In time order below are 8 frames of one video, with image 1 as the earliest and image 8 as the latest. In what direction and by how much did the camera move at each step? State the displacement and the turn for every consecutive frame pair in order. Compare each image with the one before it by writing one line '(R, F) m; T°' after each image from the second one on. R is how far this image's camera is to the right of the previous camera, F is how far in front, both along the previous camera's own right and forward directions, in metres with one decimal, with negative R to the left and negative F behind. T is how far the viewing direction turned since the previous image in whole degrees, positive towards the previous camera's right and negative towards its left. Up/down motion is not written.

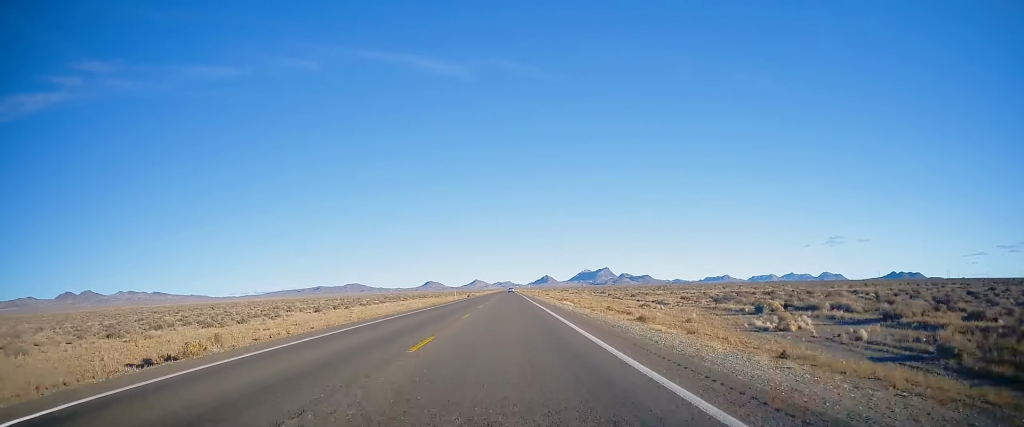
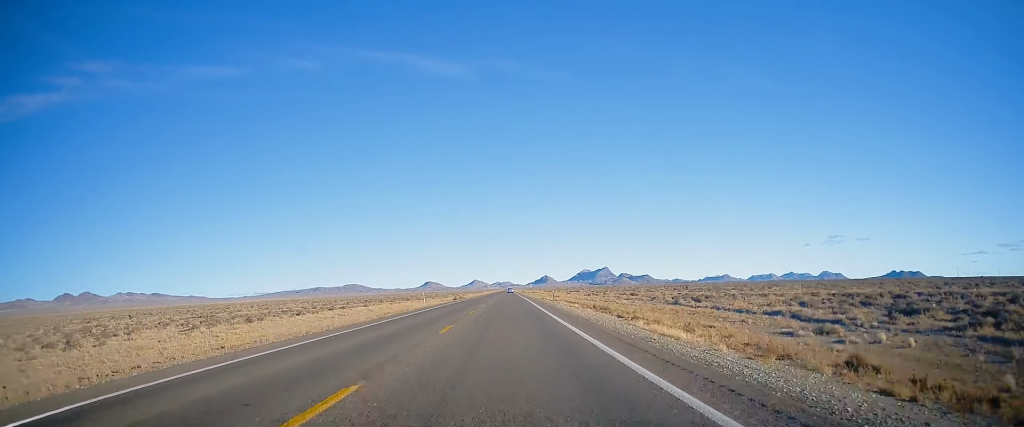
(0.0, +31.2) m; 0°
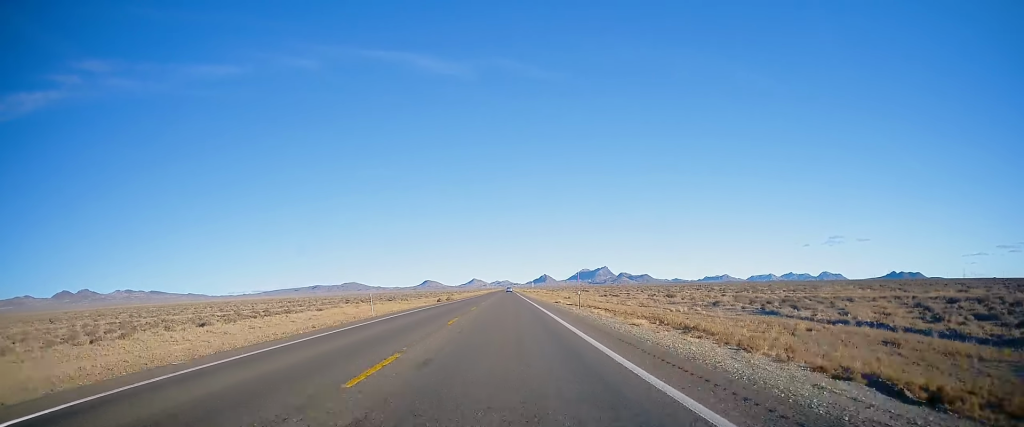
(+0.2, +21.2) m; 0°
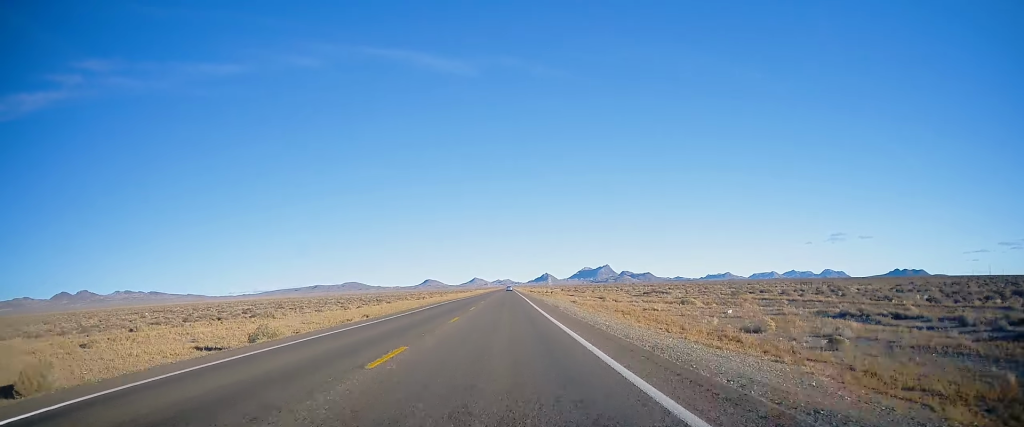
(0.0, +71.6) m; 0°
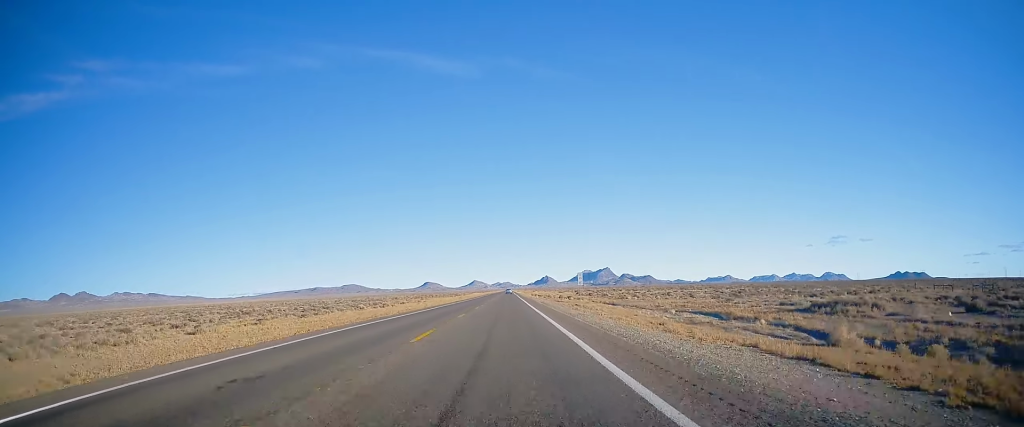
(-0.4, +43.8) m; 0°
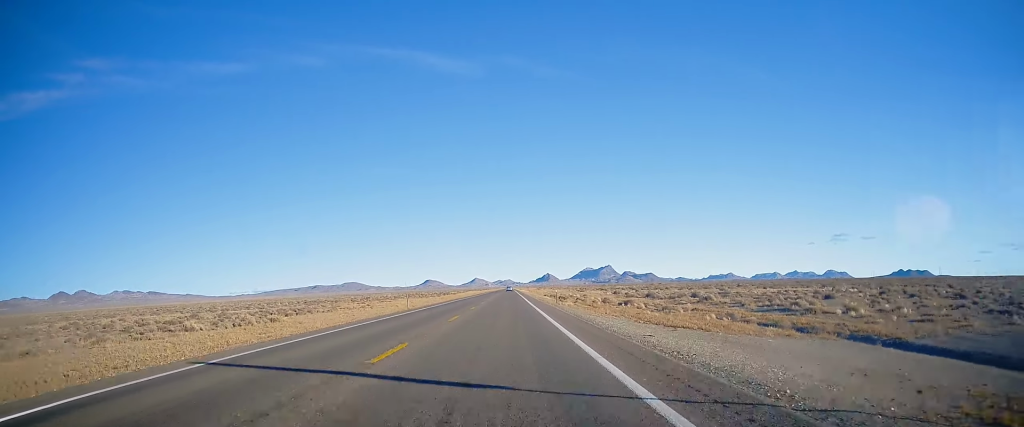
(+0.2, +52.8) m; 0°
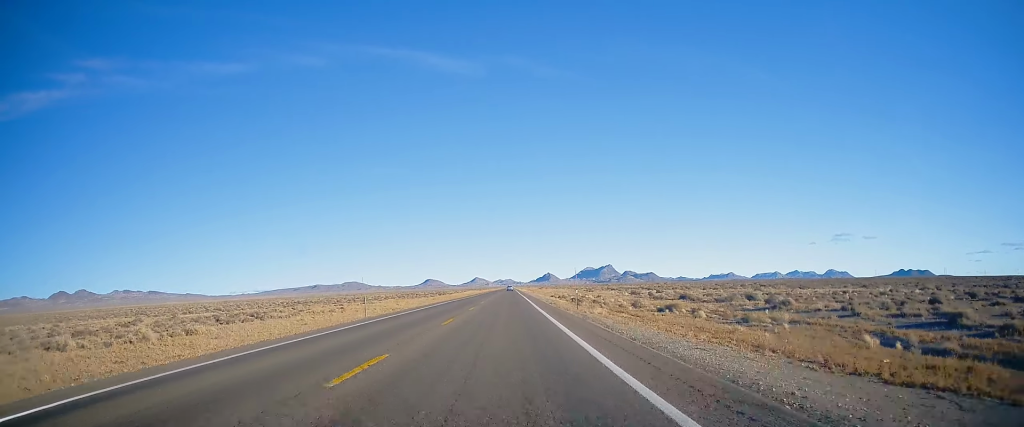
(0.0, +14.7) m; 0°
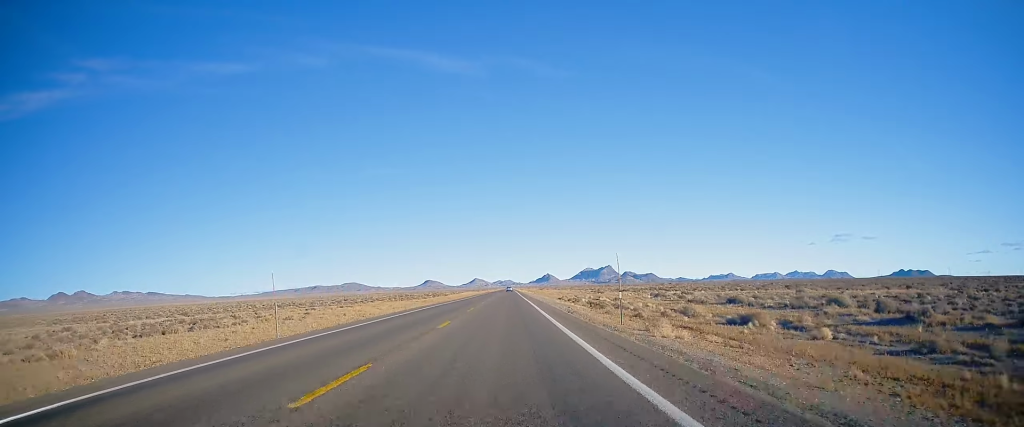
(-0.1, +13.6) m; 0°
